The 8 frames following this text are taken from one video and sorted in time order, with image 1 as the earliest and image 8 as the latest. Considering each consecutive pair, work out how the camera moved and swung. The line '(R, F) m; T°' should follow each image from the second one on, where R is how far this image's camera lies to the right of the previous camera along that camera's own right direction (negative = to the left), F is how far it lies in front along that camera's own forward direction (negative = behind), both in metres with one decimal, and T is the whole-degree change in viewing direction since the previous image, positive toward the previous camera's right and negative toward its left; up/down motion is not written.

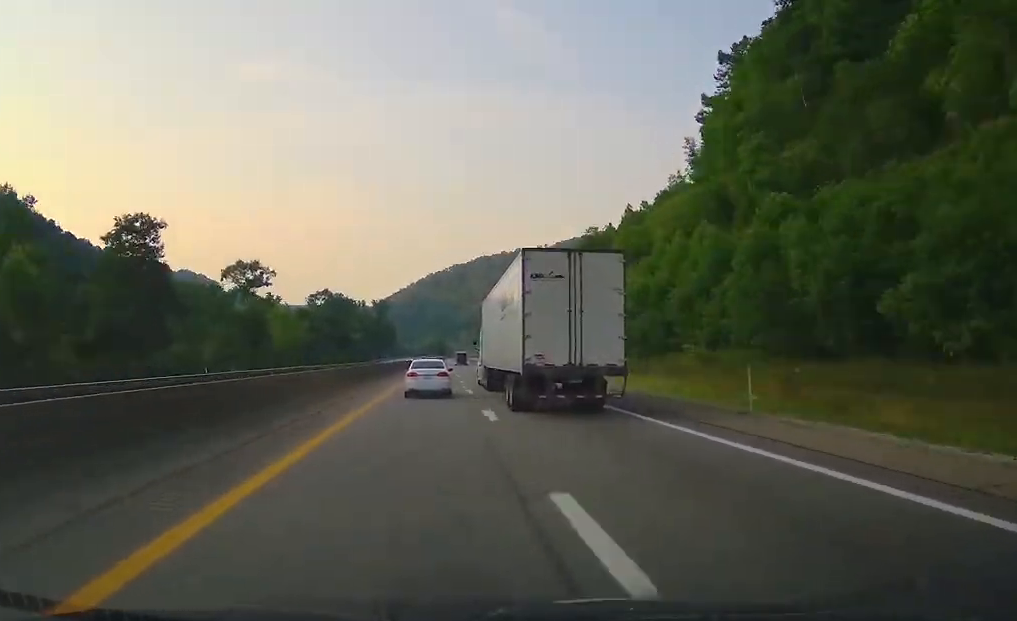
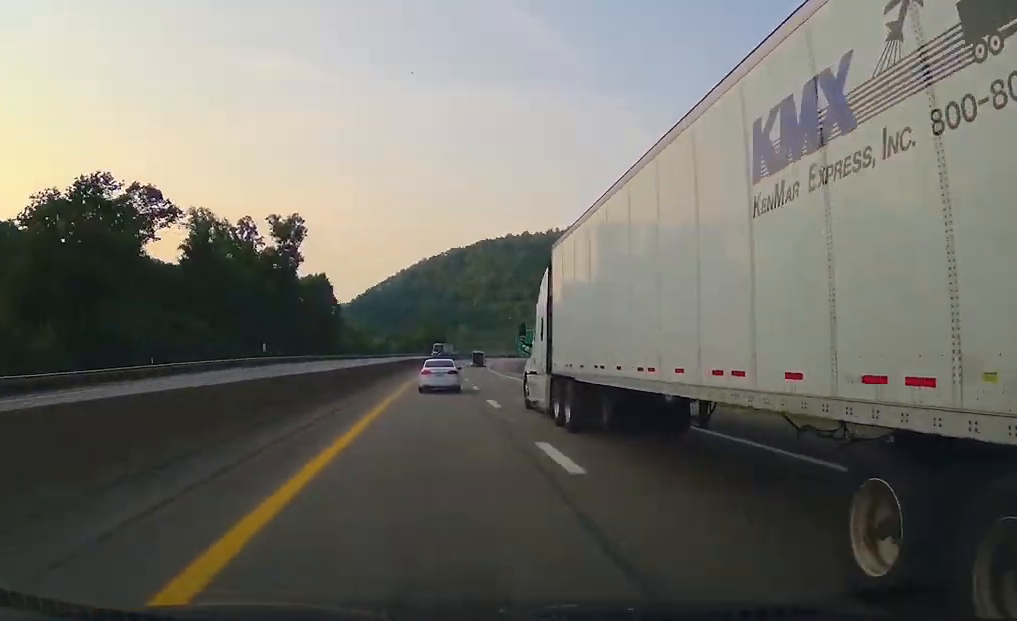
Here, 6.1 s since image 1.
(+0.4, +190.3) m; +2°
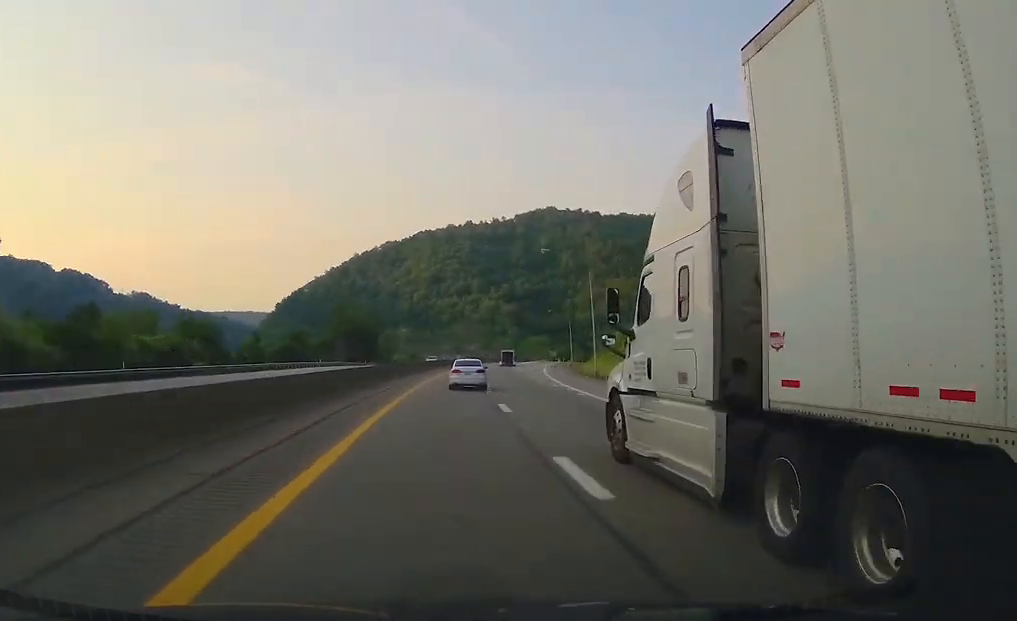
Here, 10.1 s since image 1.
(+4.7, +129.3) m; +6°
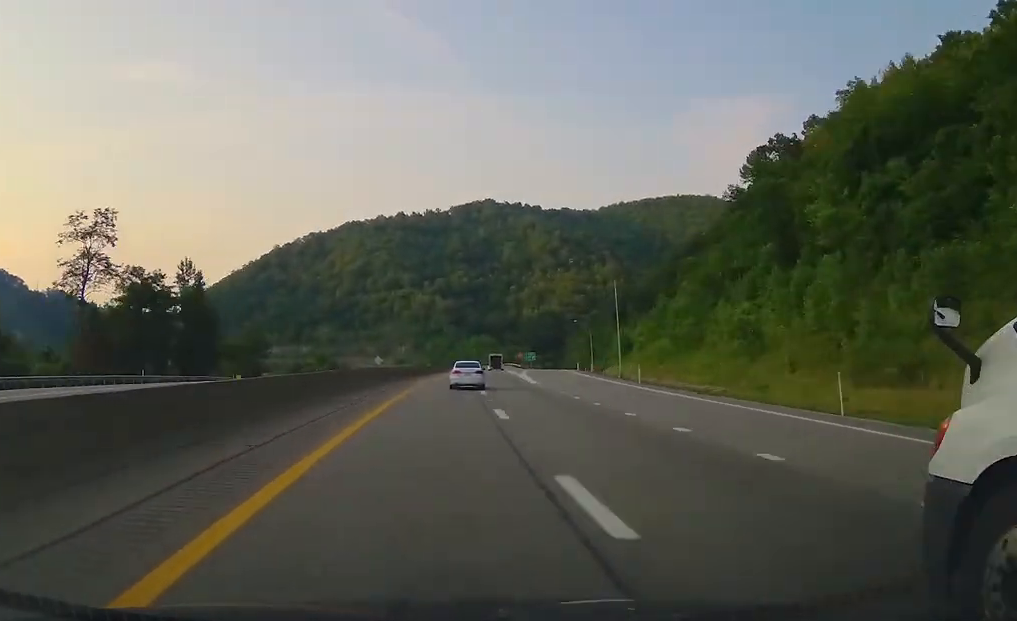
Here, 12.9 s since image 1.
(+6.1, +86.4) m; +4°
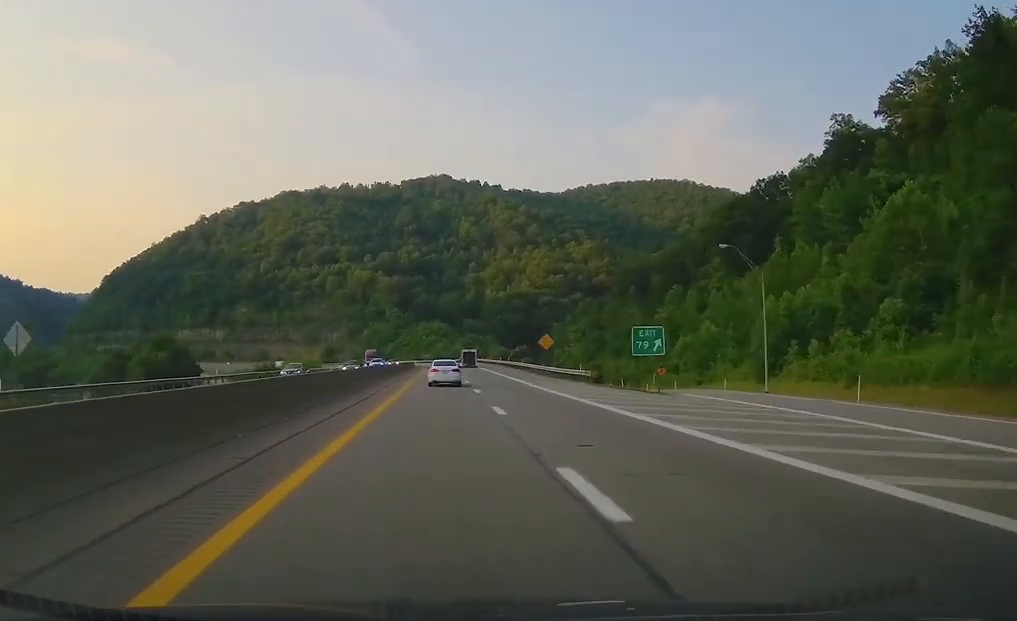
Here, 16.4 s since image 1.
(+4.1, +110.7) m; +1°
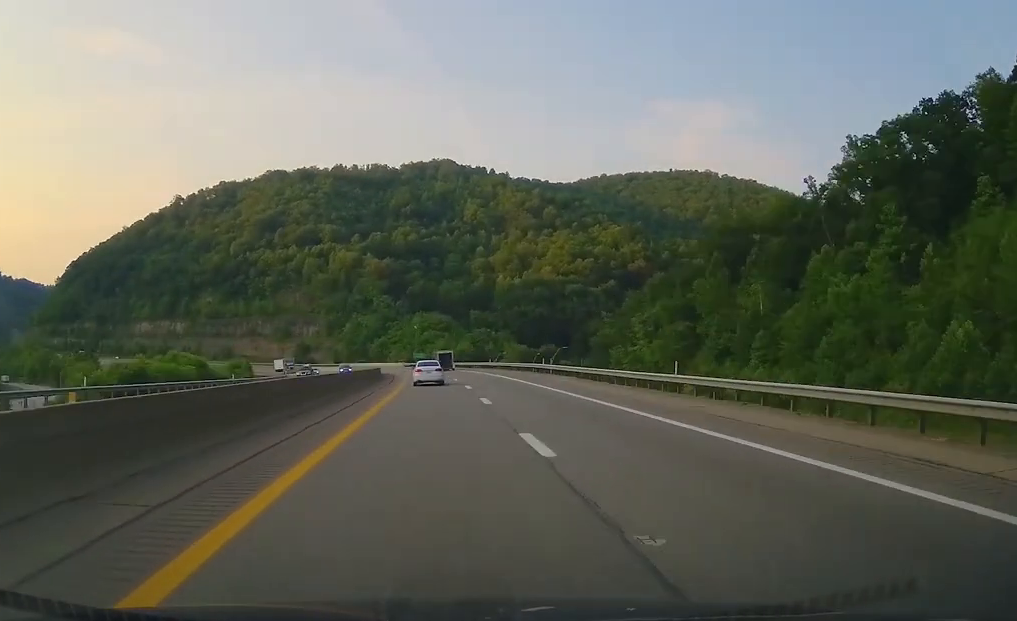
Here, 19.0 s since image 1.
(+0.7, +81.1) m; -3°
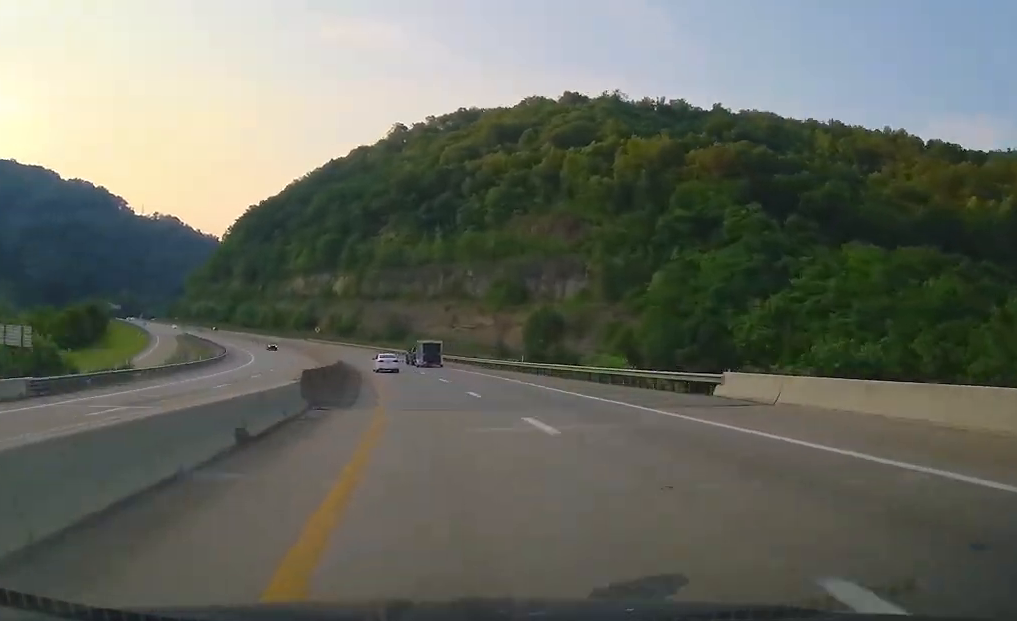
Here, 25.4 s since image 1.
(-34.1, +190.7) m; -25°
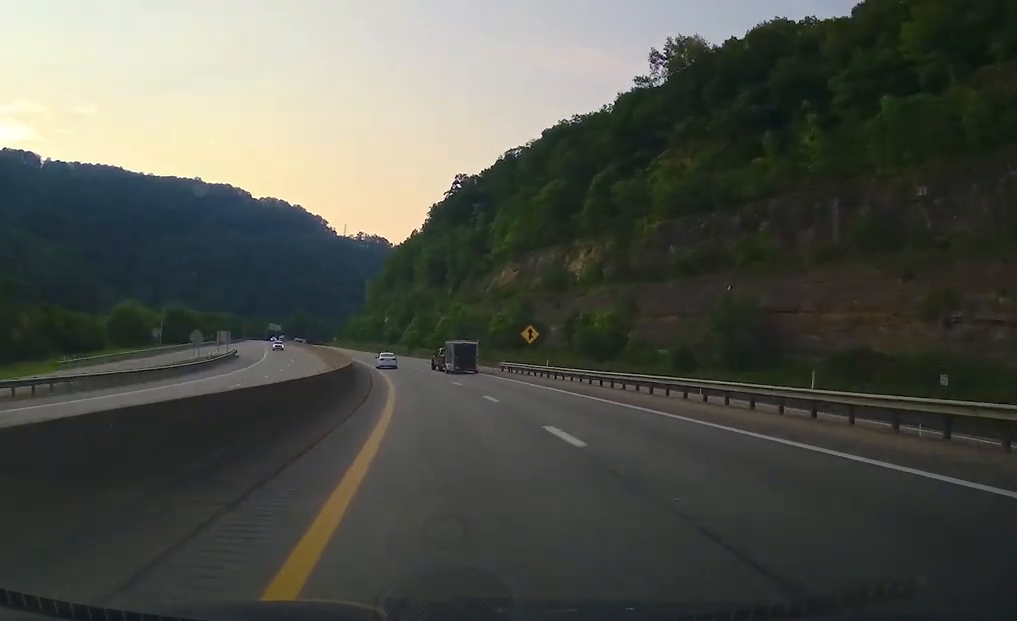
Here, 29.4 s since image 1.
(-19.2, +119.6) m; -16°
